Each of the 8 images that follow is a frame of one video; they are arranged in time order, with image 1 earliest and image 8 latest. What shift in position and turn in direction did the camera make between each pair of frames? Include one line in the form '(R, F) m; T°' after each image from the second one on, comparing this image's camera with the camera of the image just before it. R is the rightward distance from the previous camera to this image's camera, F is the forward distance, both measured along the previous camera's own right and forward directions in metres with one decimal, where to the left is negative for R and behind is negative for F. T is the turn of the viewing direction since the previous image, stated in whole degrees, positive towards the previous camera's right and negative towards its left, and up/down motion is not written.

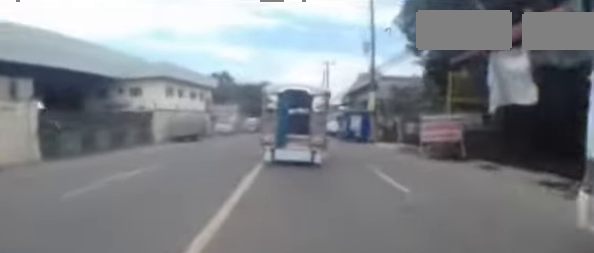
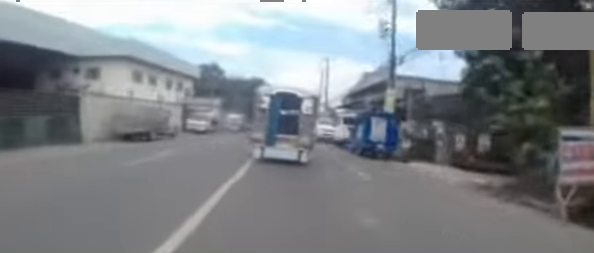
(0.0, +6.7) m; 0°
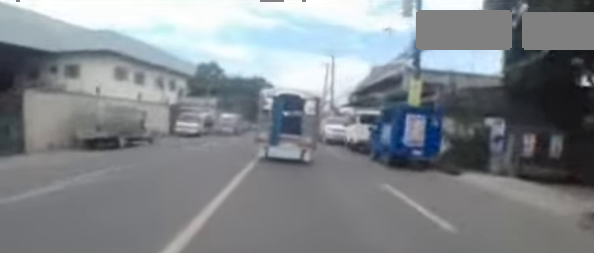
(0.0, +3.7) m; 0°
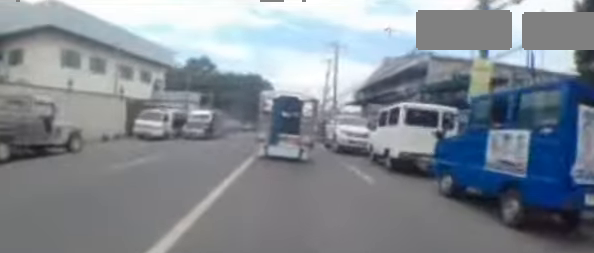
(0.0, +6.4) m; 0°
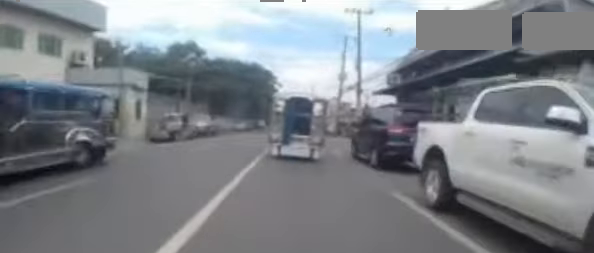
(-0.1, +12.7) m; 0°
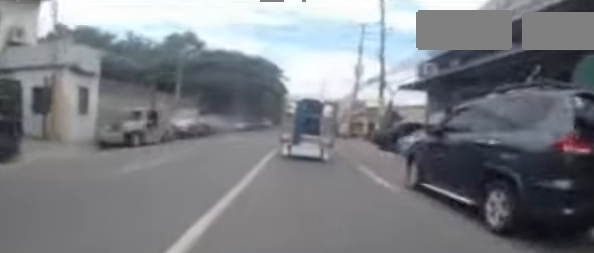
(0.0, +5.6) m; -1°
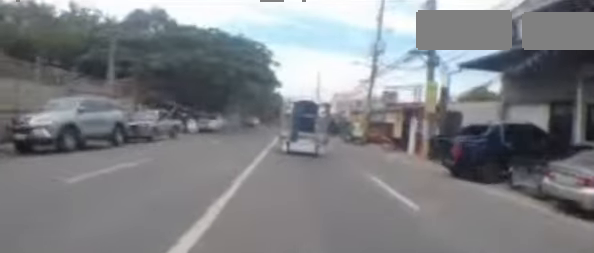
(-0.5, +10.6) m; -3°
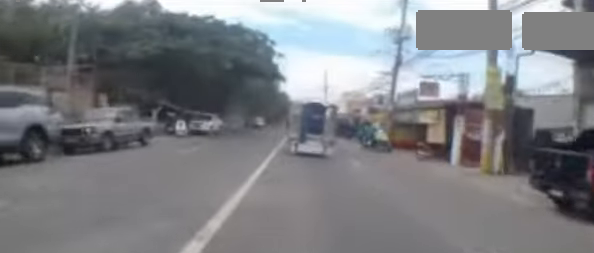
(0.0, +4.7) m; 0°
